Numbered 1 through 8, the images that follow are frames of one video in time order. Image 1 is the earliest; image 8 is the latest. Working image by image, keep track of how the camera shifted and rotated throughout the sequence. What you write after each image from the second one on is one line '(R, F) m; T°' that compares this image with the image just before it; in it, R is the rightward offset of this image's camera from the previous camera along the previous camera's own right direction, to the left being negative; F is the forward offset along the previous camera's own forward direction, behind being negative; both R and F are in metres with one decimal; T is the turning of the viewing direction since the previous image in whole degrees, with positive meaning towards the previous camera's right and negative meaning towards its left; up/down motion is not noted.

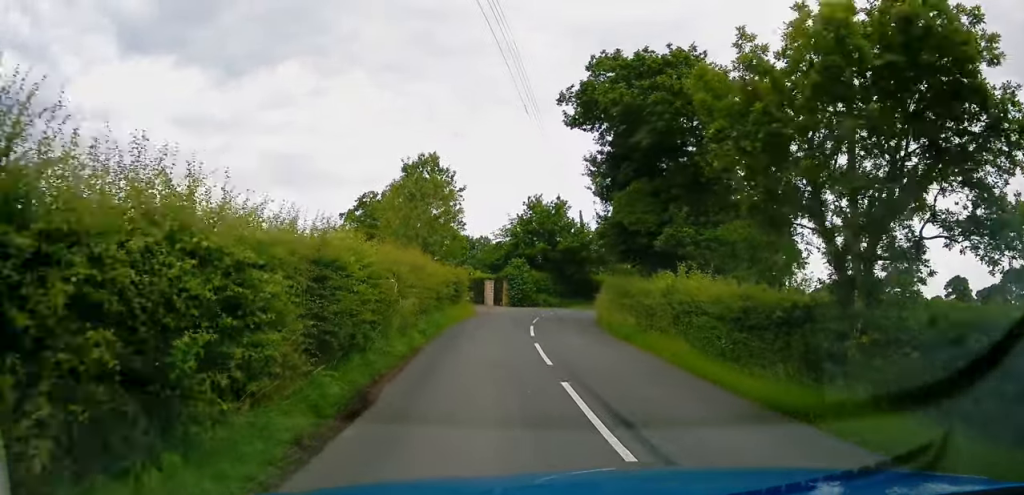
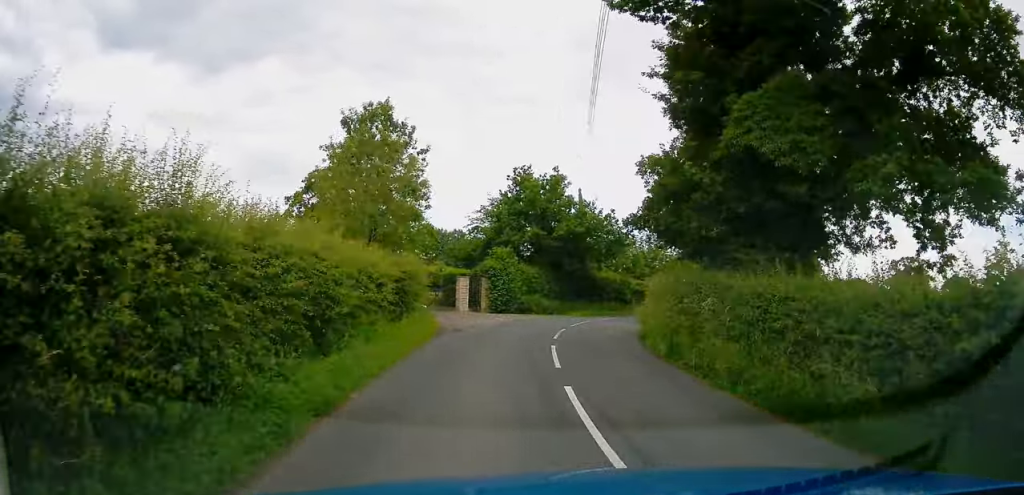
(+0.1, +12.1) m; +3°
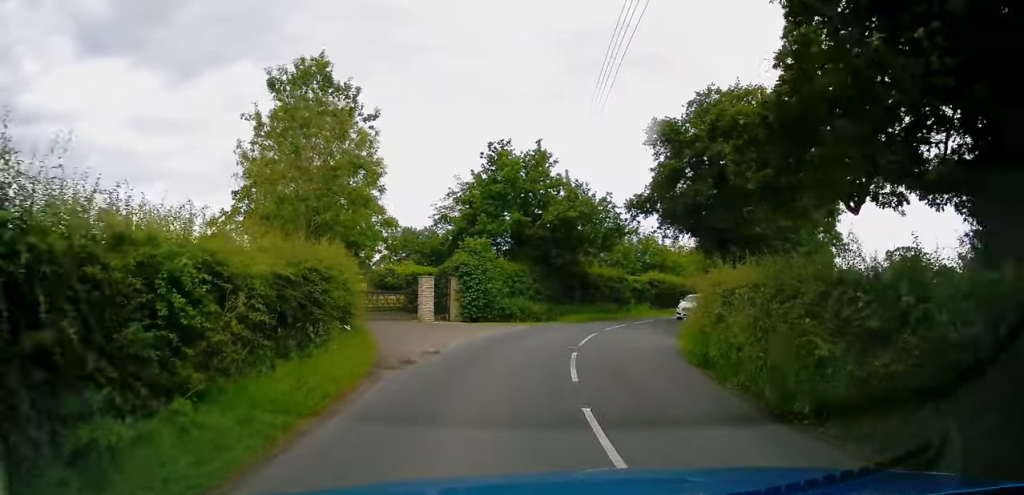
(+0.2, +7.2) m; +3°
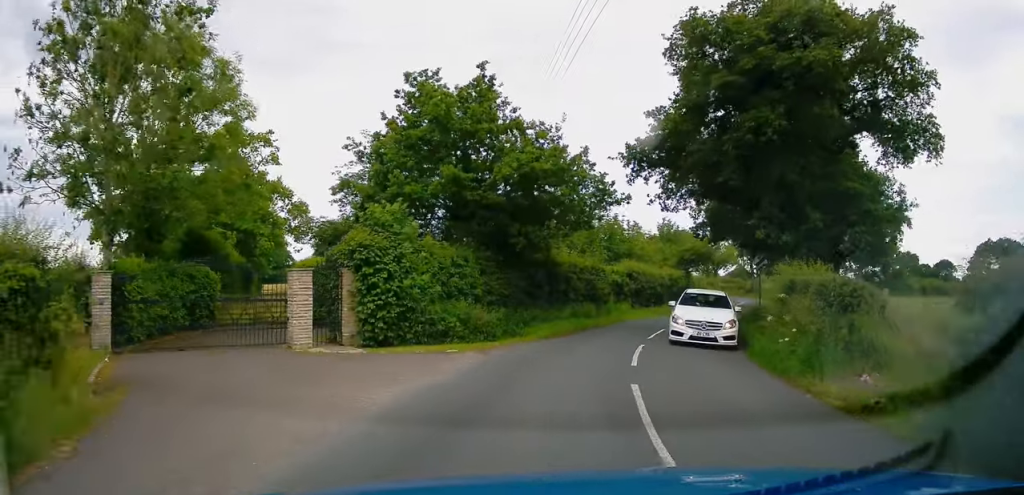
(+0.5, +11.1) m; +6°
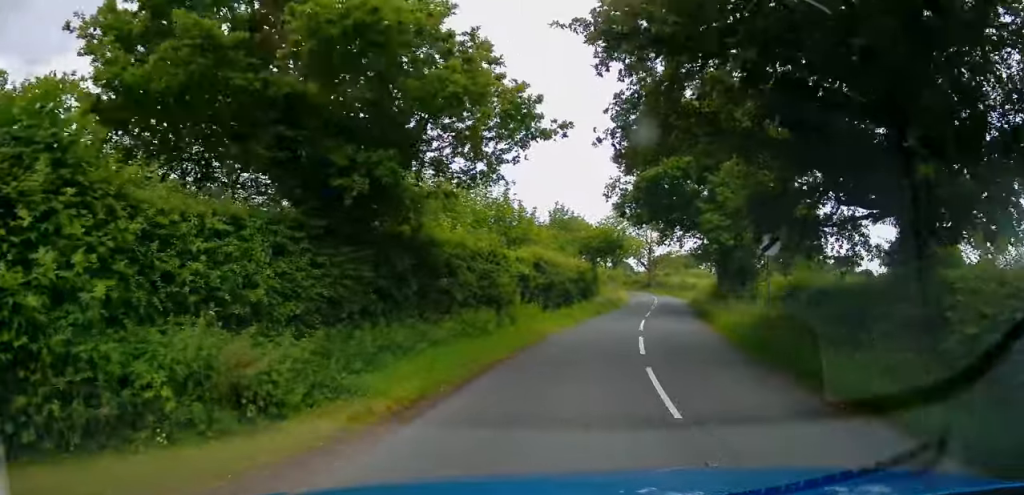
(+0.6, +10.4) m; +8°
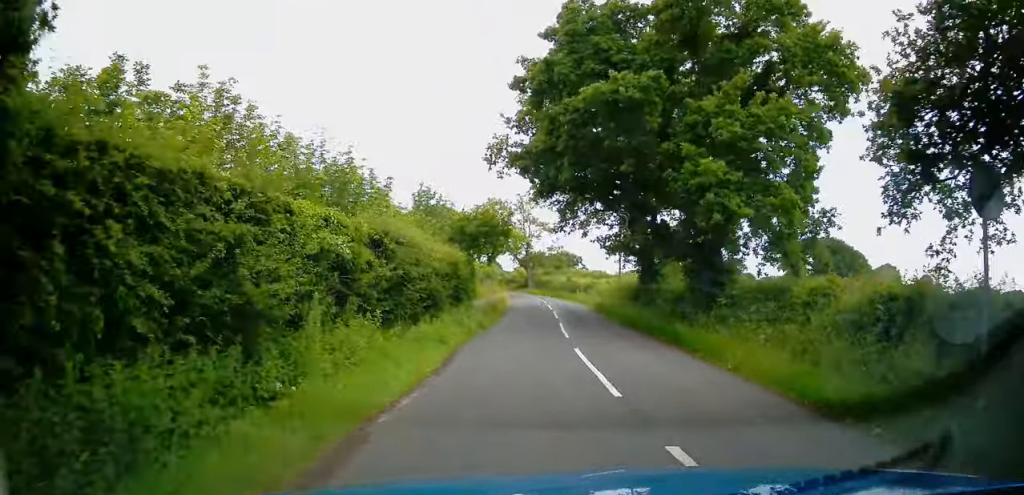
(+1.0, +11.6) m; +11°
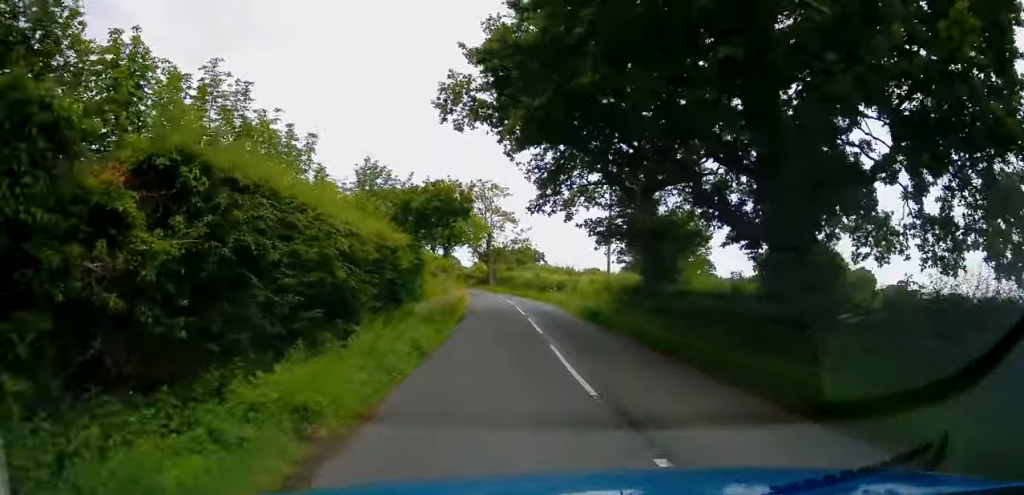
(+0.5, +8.4) m; +7°
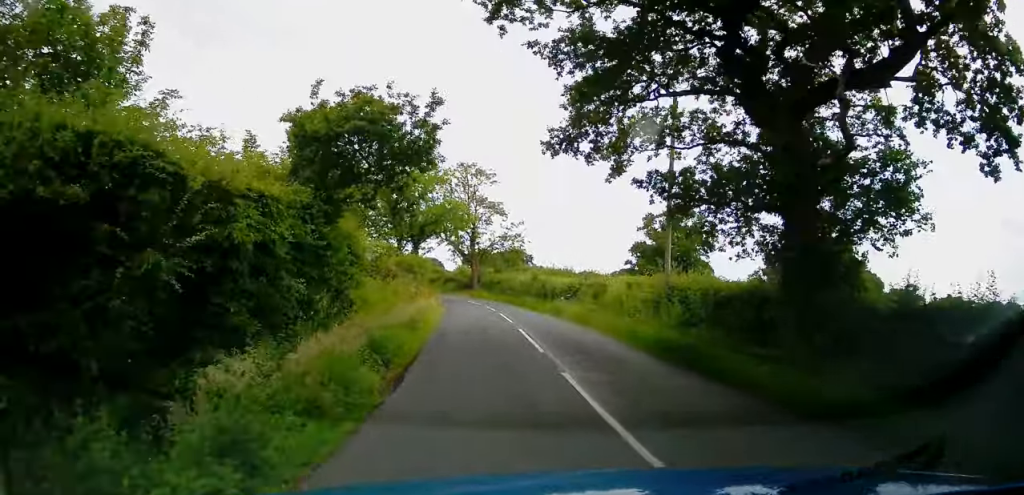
(+0.9, +13.0) m; +3°
